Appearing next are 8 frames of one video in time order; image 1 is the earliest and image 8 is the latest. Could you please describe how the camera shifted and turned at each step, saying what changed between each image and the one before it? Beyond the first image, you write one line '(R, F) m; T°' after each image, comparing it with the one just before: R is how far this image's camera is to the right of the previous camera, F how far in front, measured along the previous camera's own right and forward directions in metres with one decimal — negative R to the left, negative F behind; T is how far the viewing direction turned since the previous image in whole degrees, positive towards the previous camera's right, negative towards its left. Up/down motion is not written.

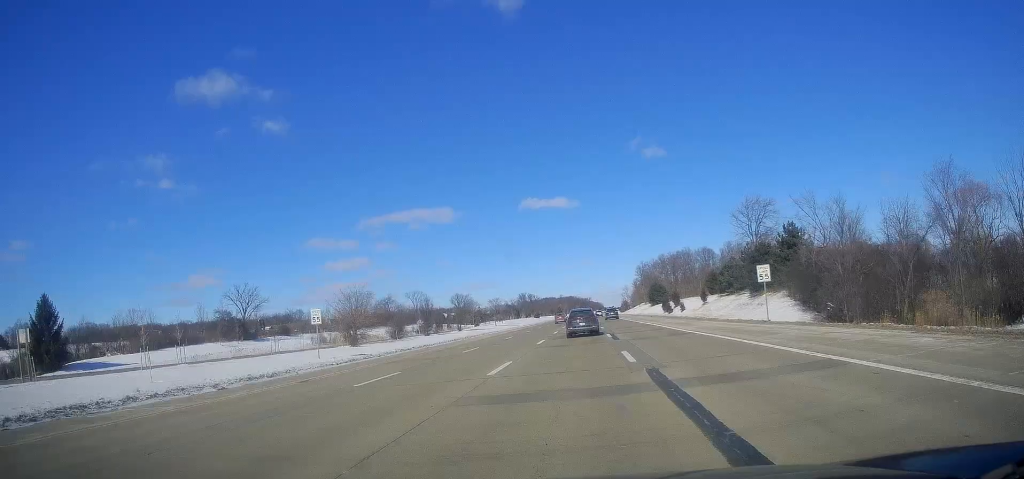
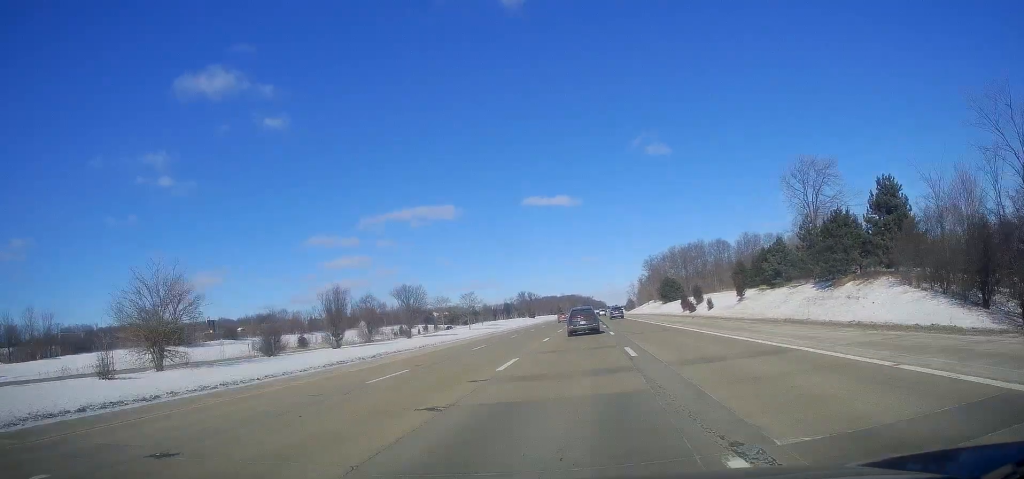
(+0.4, +29.4) m; 0°
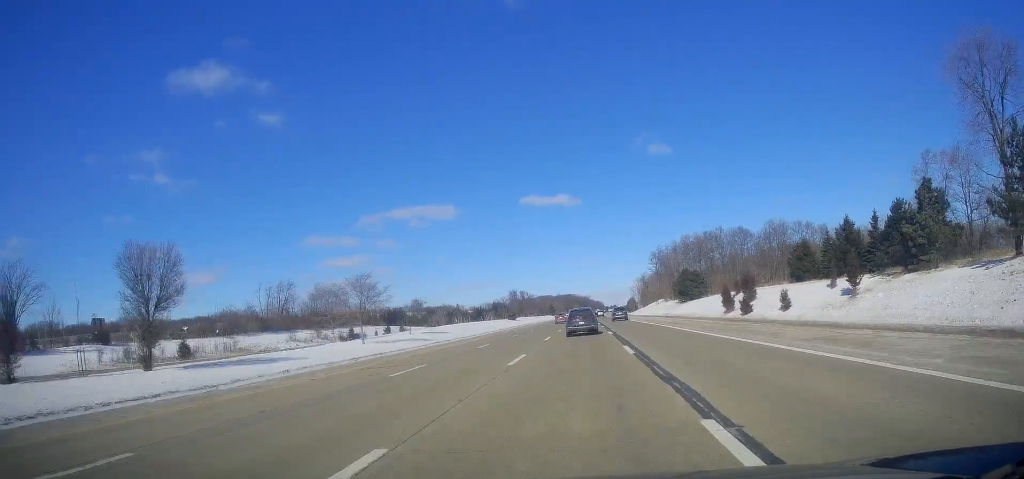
(-0.5, +44.4) m; -1°
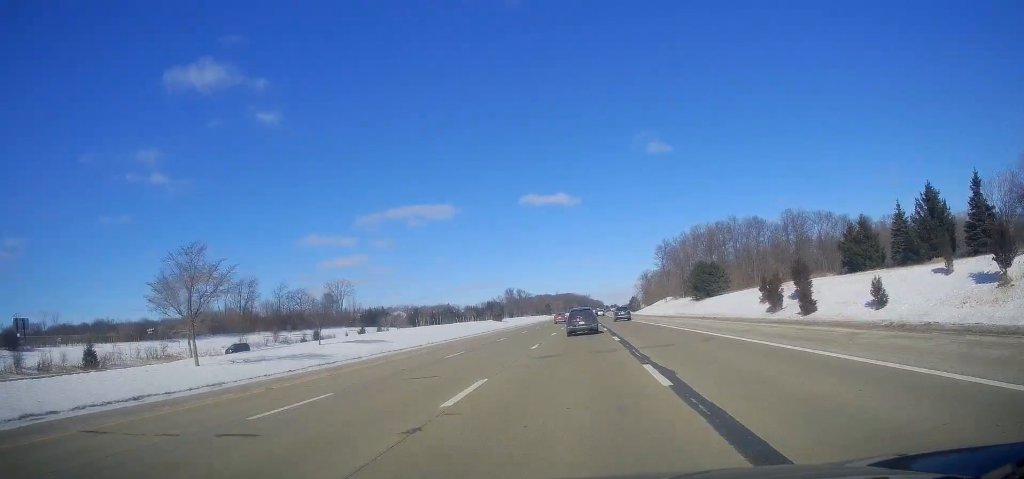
(+0.3, +23.2) m; 0°
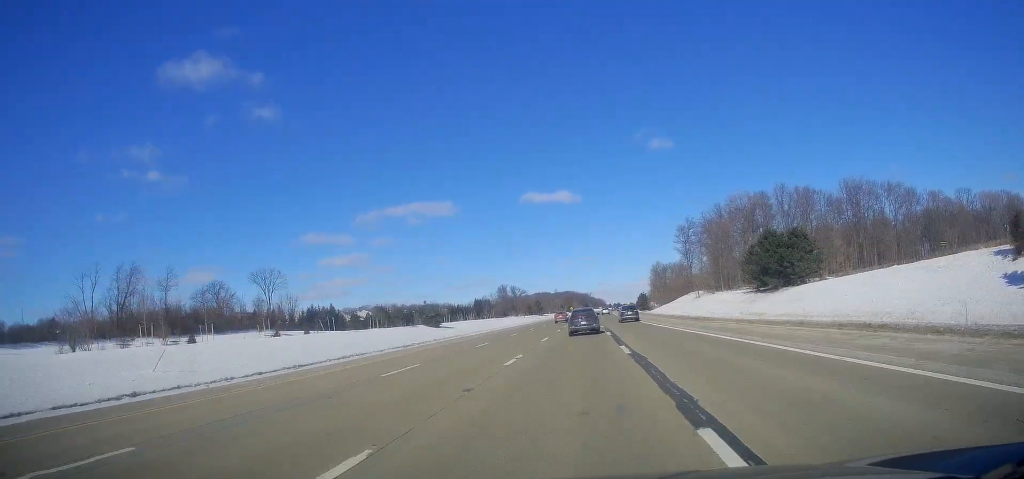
(+0.2, +53.0) m; +1°
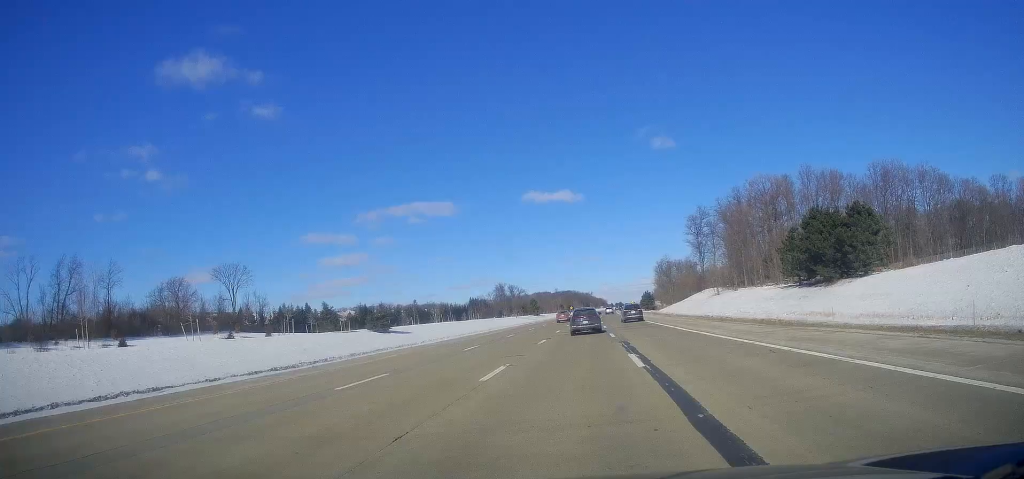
(+0.3, +19.1) m; 0°
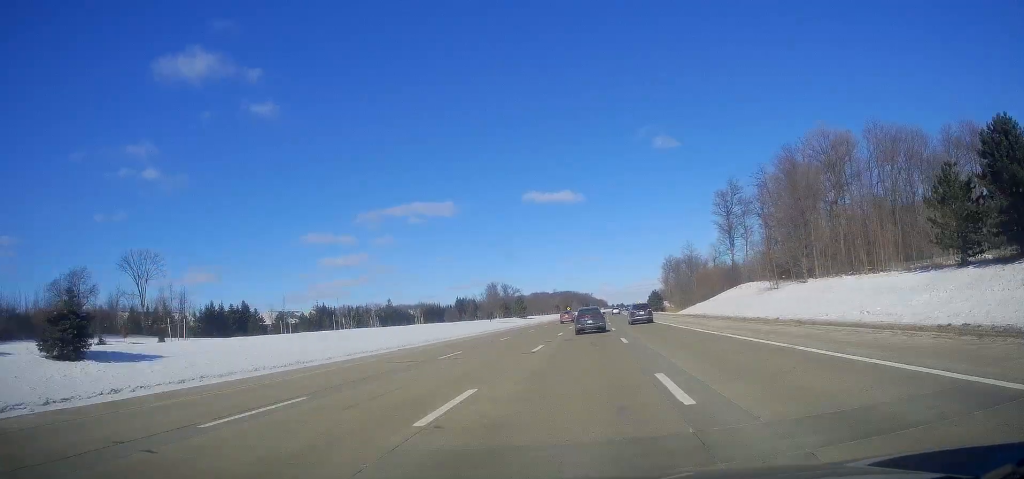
(-0.6, +36.2) m; -1°
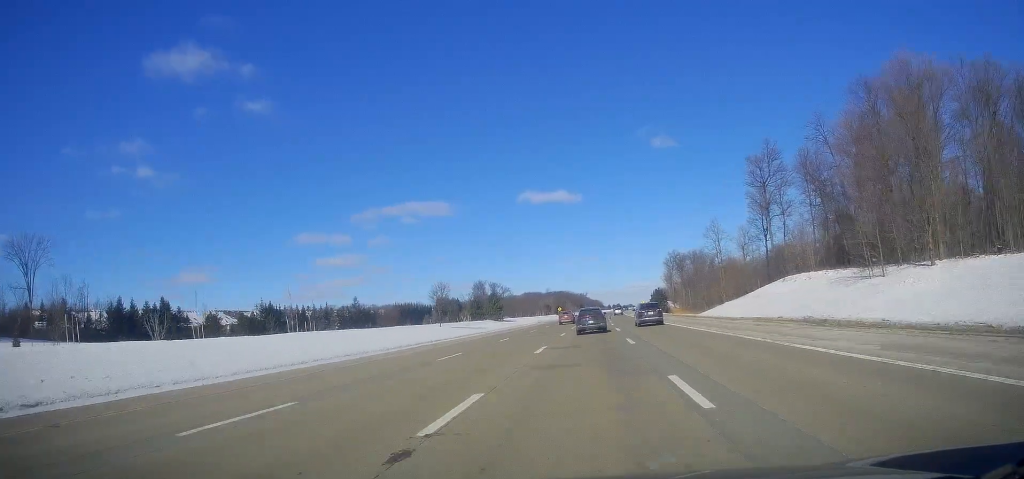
(-0.2, +31.3) m; +1°
